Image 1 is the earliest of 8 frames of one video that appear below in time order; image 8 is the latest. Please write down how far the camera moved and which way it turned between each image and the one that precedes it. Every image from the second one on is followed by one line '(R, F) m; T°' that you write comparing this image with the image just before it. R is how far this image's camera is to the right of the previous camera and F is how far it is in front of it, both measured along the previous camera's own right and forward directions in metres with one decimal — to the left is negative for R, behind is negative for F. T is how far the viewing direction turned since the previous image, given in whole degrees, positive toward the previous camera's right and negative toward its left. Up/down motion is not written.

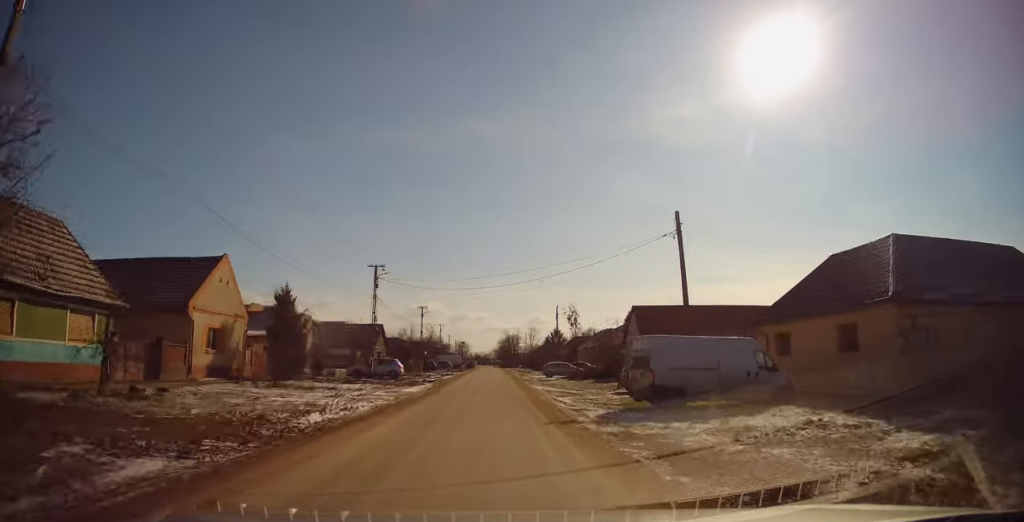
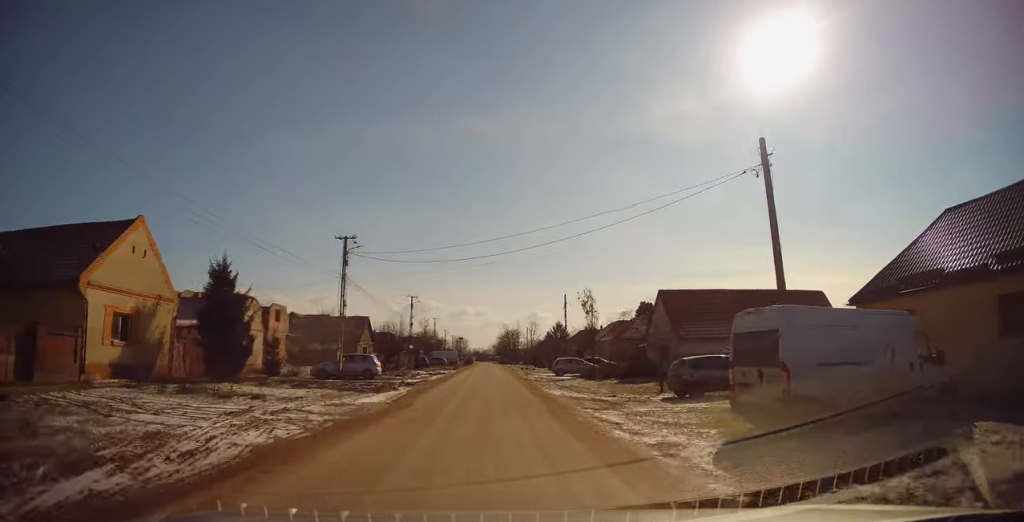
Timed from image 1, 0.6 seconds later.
(-0.2, +8.2) m; 0°
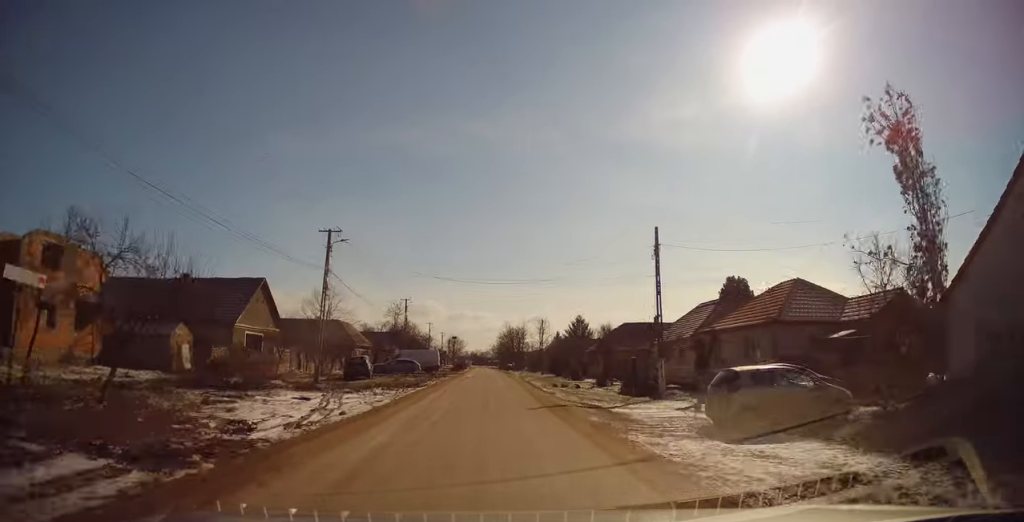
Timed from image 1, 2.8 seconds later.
(+0.7, +31.1) m; +1°
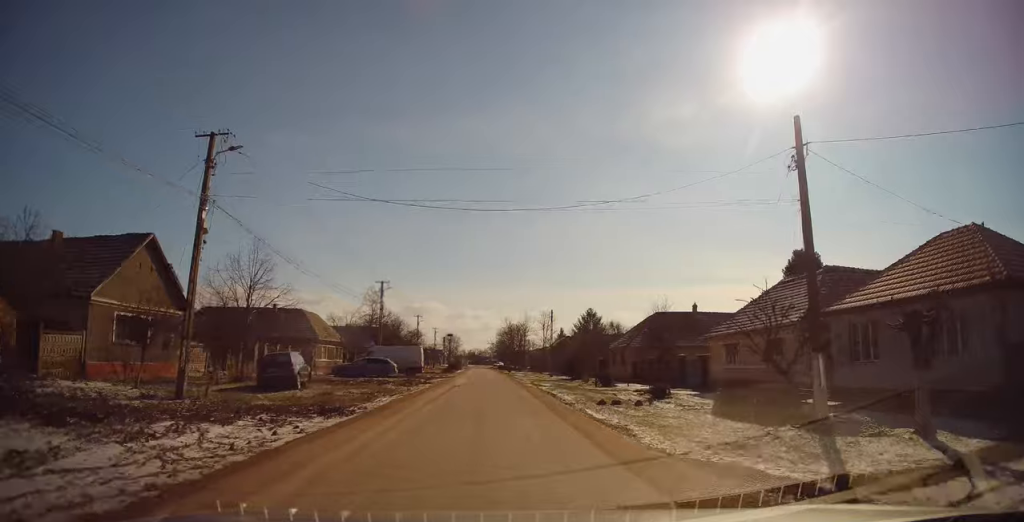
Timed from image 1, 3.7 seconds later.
(-0.1, +13.1) m; 0°
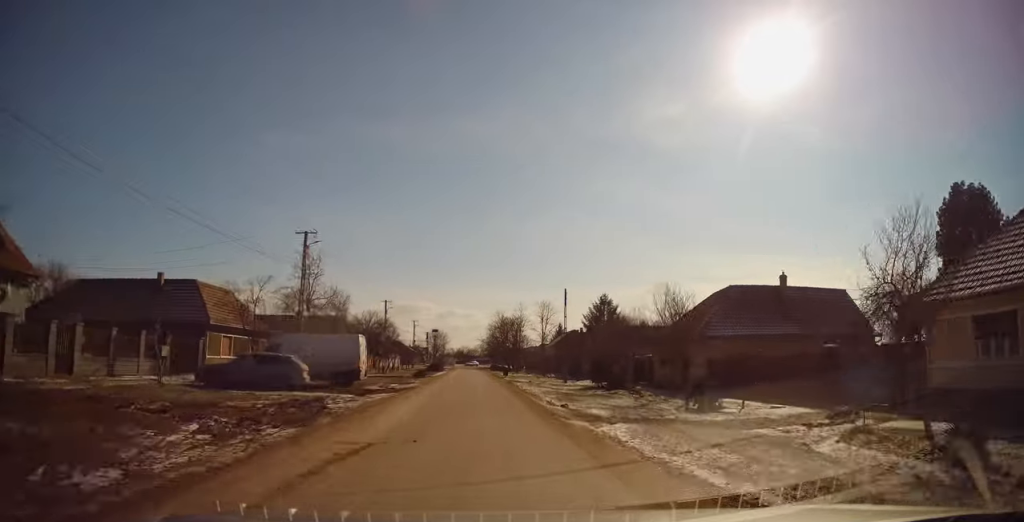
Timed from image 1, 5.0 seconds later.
(+0.2, +18.4) m; 0°
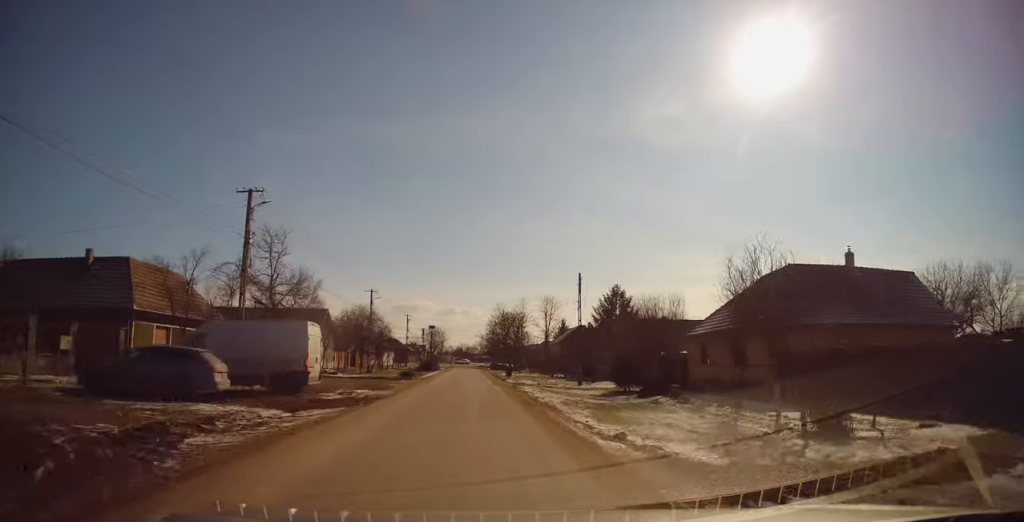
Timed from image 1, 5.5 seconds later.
(-0.1, +7.5) m; 0°
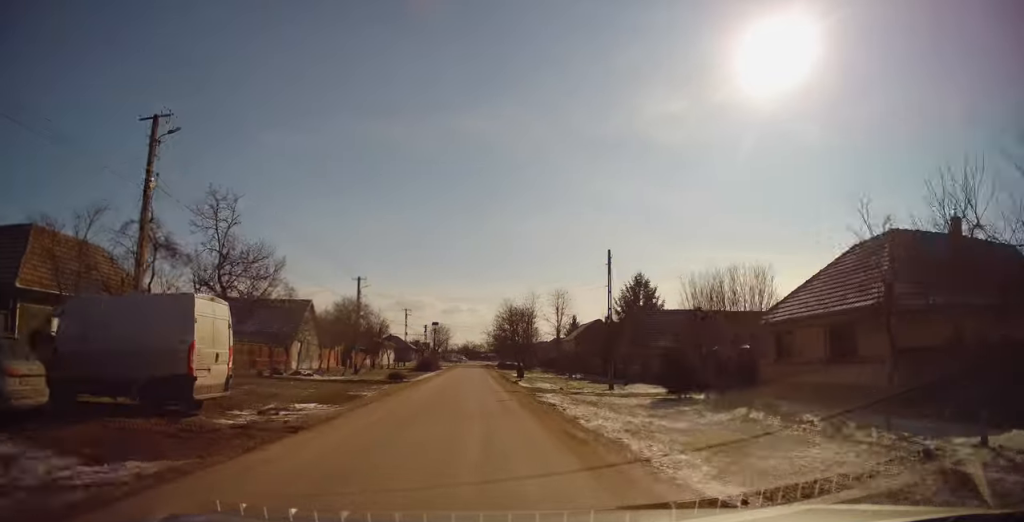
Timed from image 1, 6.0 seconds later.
(0.0, +8.0) m; 0°
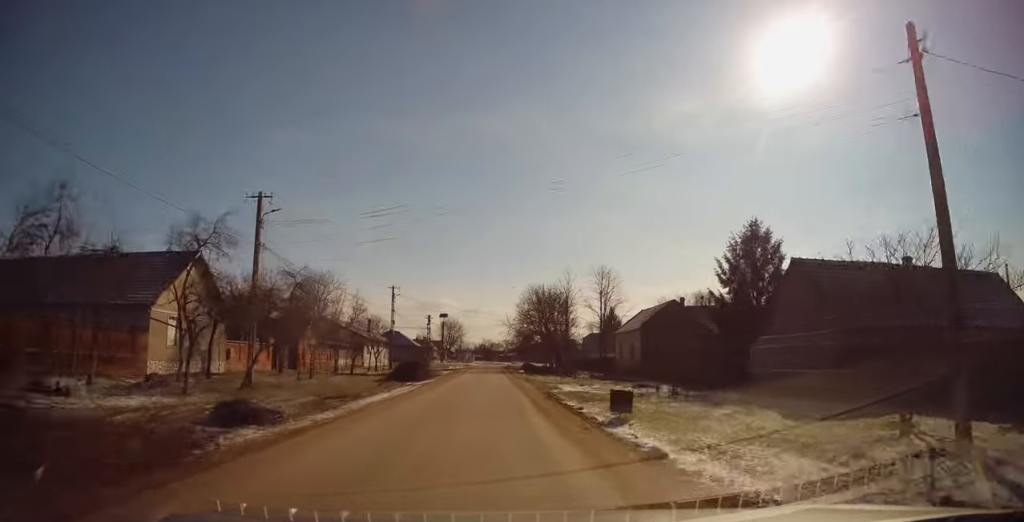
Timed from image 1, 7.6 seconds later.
(0.0, +24.3) m; 0°
